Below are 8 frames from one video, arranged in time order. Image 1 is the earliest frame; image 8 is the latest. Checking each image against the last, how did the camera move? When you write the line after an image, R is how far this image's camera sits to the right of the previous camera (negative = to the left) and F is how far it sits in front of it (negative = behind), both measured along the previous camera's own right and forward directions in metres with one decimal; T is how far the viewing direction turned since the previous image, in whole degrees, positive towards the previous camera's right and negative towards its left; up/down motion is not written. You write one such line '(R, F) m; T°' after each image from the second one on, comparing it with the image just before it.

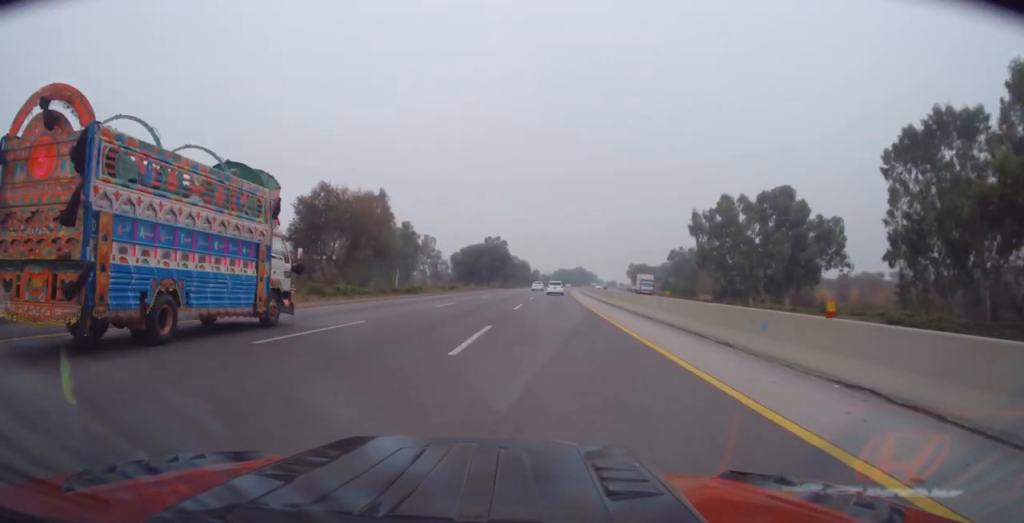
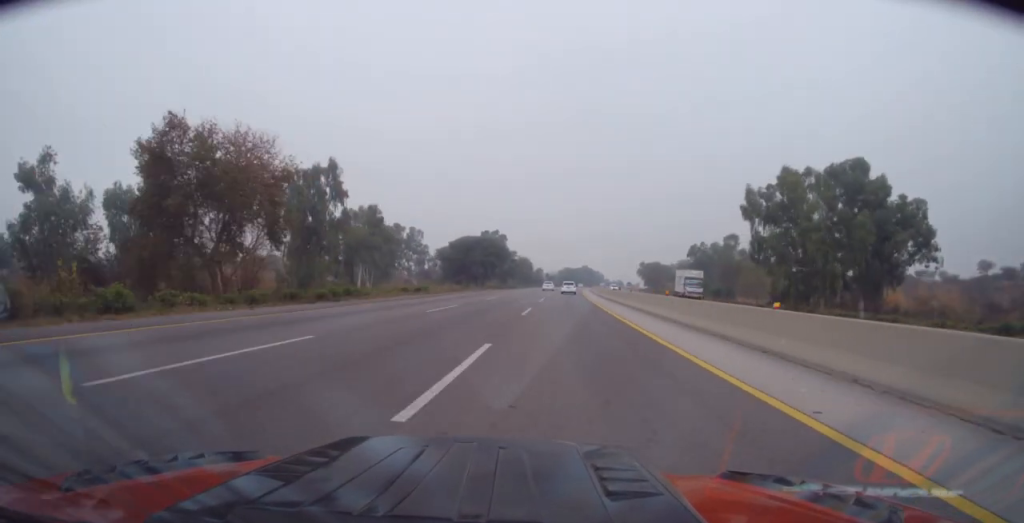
(-0.2, +22.8) m; -1°
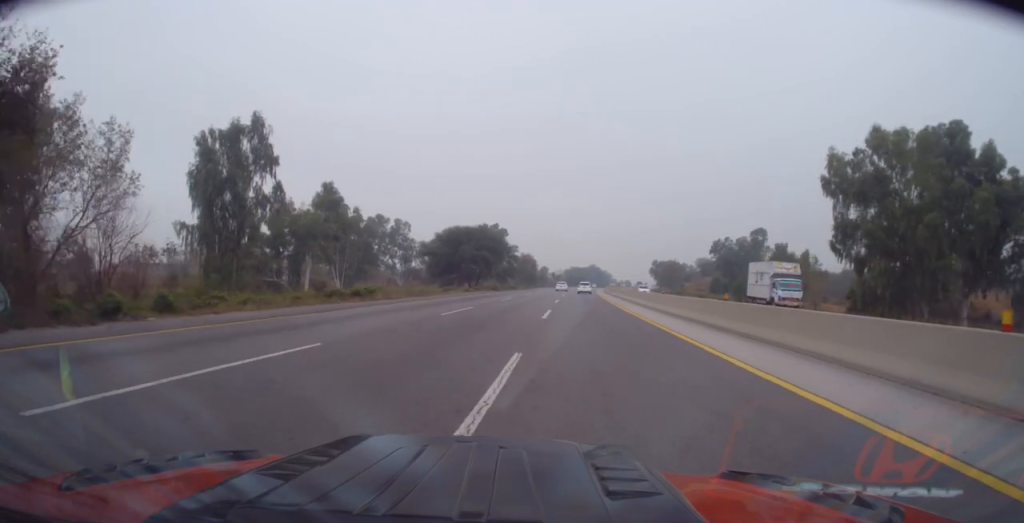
(-0.3, +19.5) m; -1°
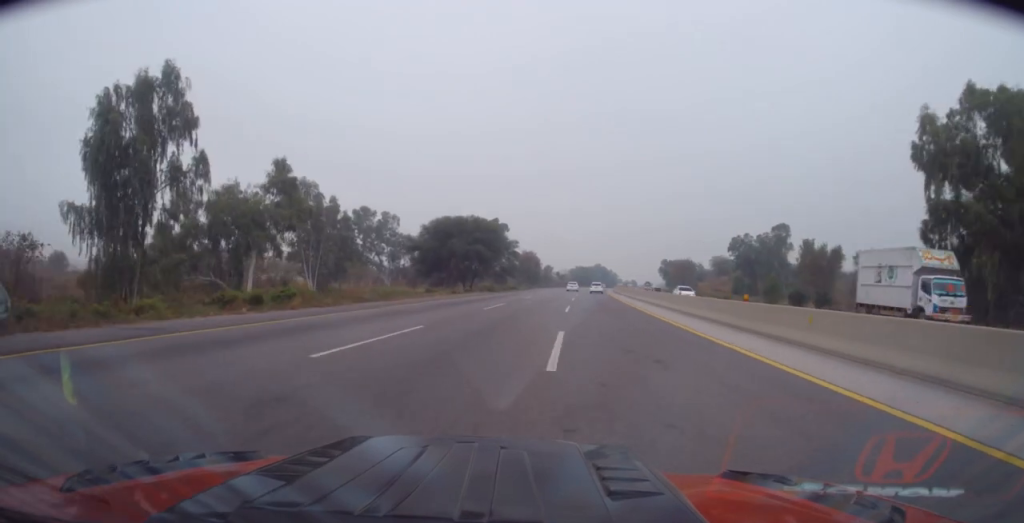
(-0.2, +13.0) m; 0°
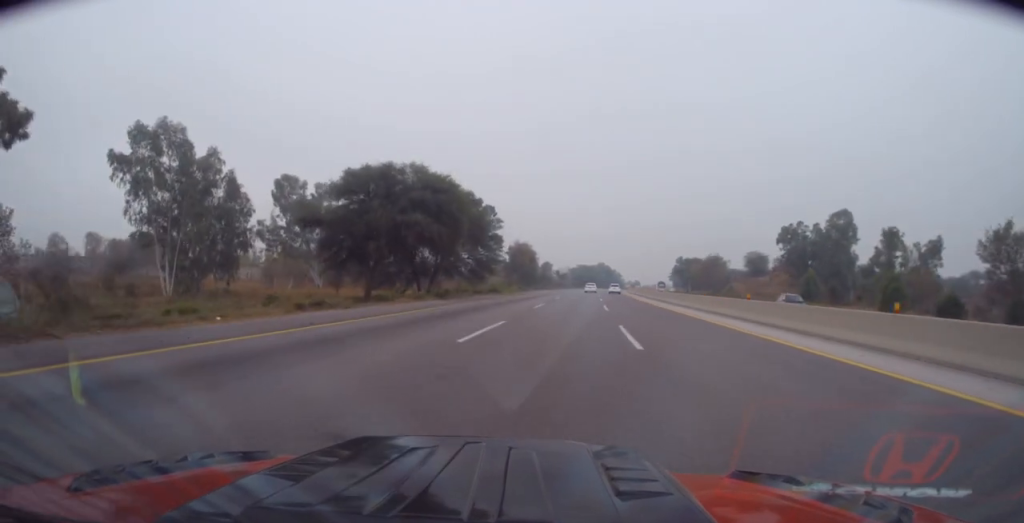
(+0.6, +33.1) m; +2°
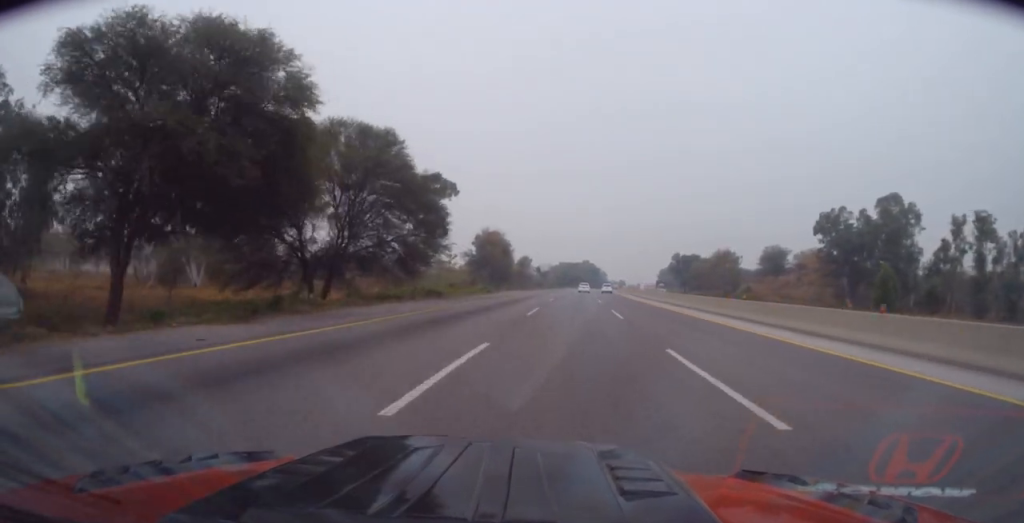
(+0.3, +25.6) m; +2°
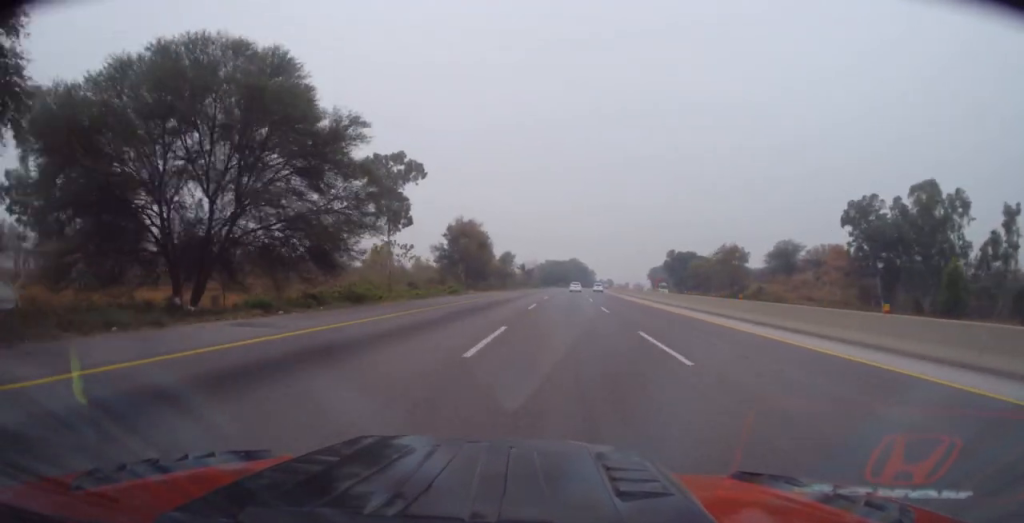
(+0.2, +13.6) m; +1°
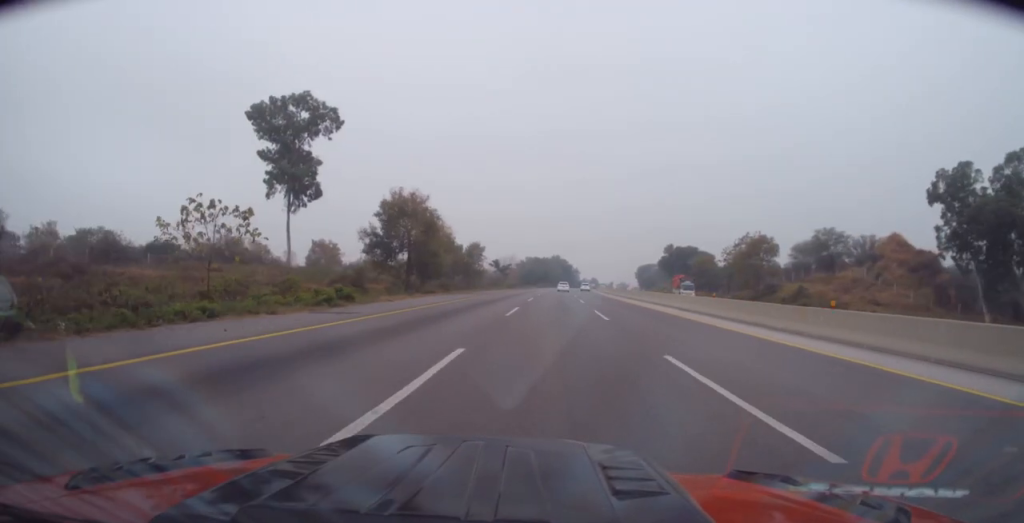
(0.0, +23.7) m; +1°
